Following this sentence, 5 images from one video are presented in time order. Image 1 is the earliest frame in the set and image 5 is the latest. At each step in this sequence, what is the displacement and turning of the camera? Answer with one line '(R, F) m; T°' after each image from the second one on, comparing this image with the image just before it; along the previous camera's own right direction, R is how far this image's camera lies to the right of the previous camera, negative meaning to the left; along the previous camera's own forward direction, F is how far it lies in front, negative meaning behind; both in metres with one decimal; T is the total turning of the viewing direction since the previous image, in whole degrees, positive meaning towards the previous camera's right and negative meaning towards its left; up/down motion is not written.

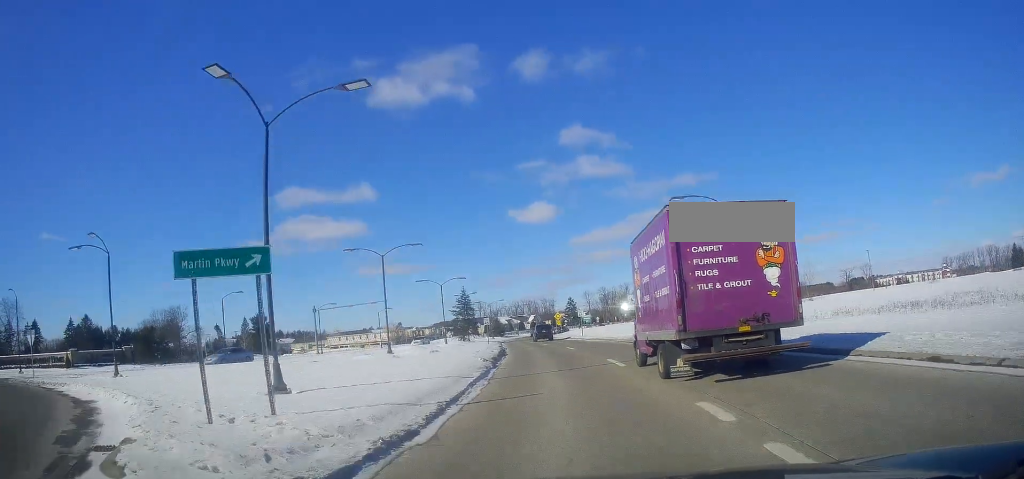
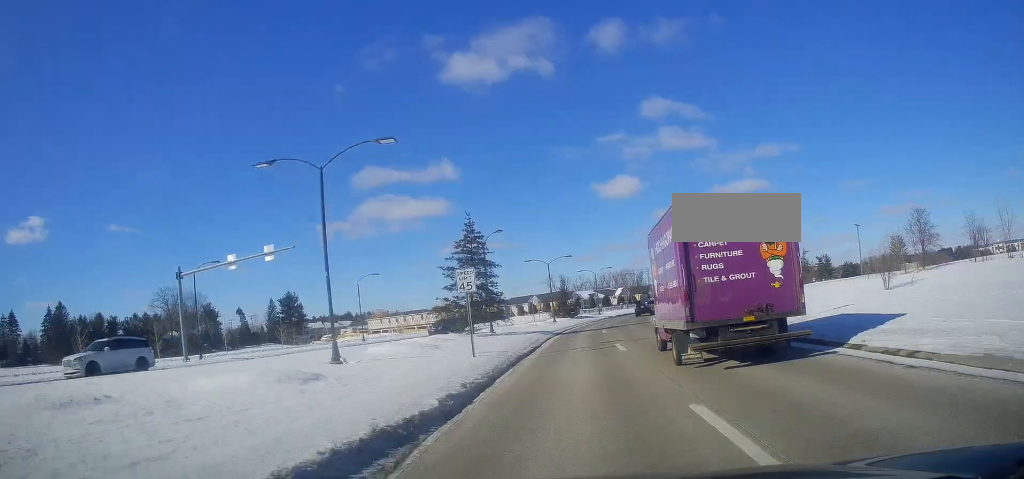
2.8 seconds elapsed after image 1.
(-2.6, +36.9) m; -7°
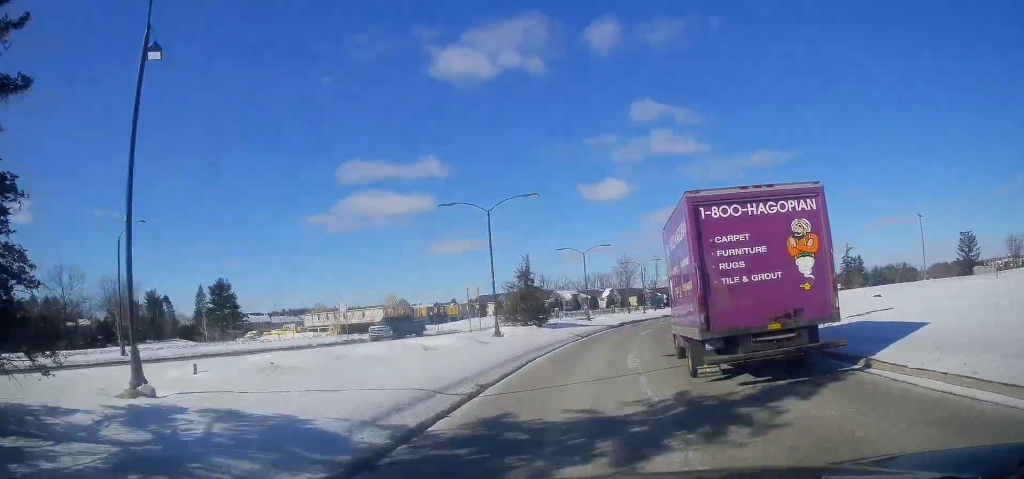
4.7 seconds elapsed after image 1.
(+0.7, +31.6) m; +2°
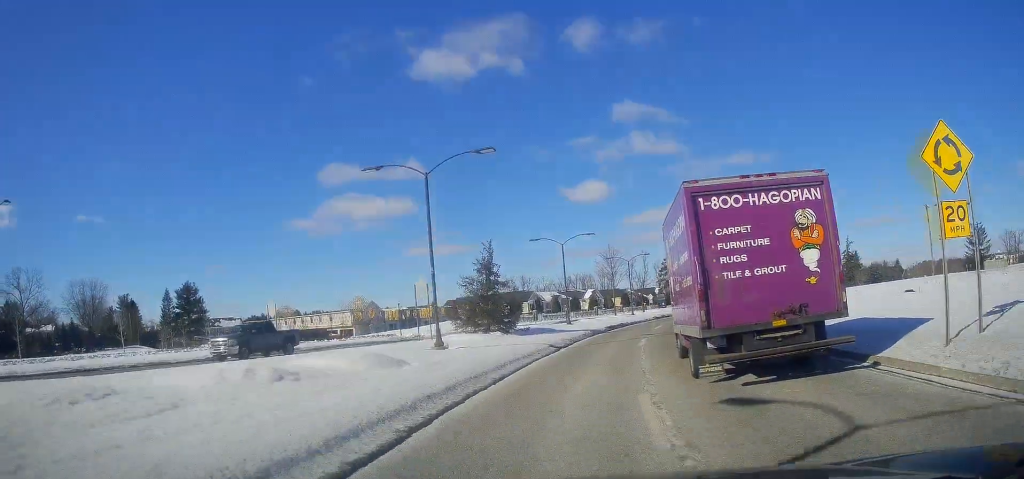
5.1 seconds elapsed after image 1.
(-0.2, +8.3) m; 0°
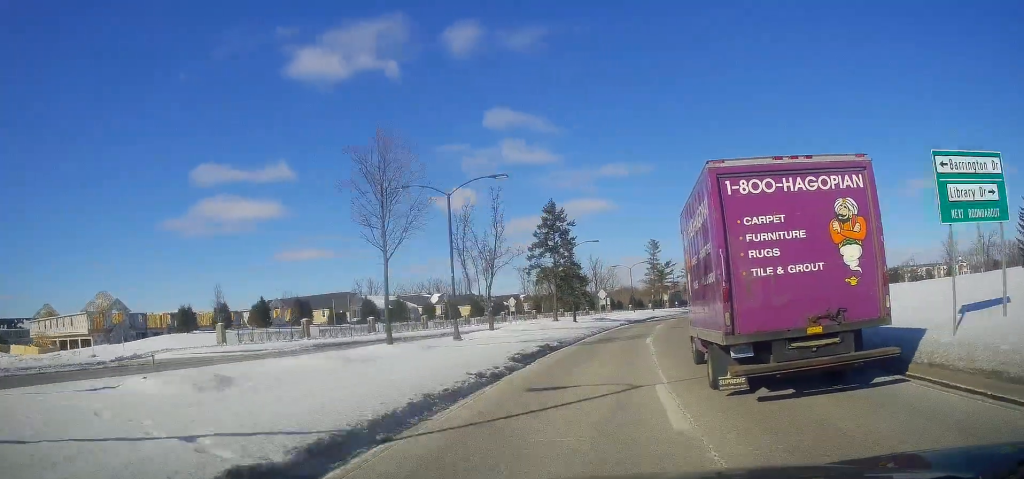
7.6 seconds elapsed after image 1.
(+3.3, +43.7) m; +11°
